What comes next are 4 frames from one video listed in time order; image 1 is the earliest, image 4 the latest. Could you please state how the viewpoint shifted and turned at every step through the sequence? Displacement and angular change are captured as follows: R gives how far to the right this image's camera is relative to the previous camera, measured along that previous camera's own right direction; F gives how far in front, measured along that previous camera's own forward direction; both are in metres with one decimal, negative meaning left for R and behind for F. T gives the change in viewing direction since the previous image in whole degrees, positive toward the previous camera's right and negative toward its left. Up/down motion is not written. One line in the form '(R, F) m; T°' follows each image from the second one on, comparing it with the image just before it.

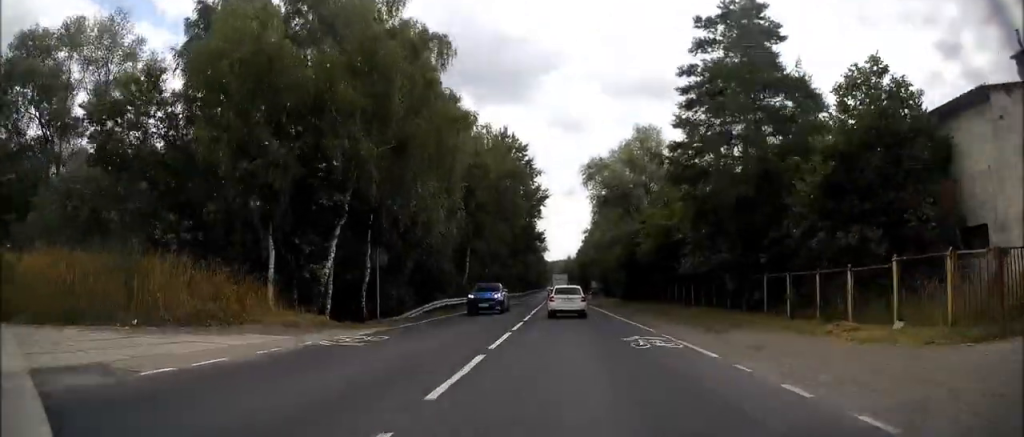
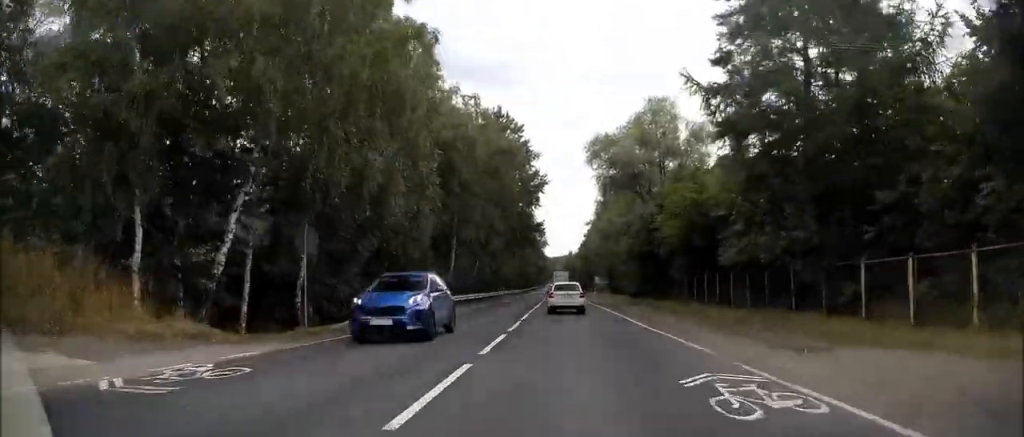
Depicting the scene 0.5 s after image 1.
(+0.1, +7.4) m; 0°
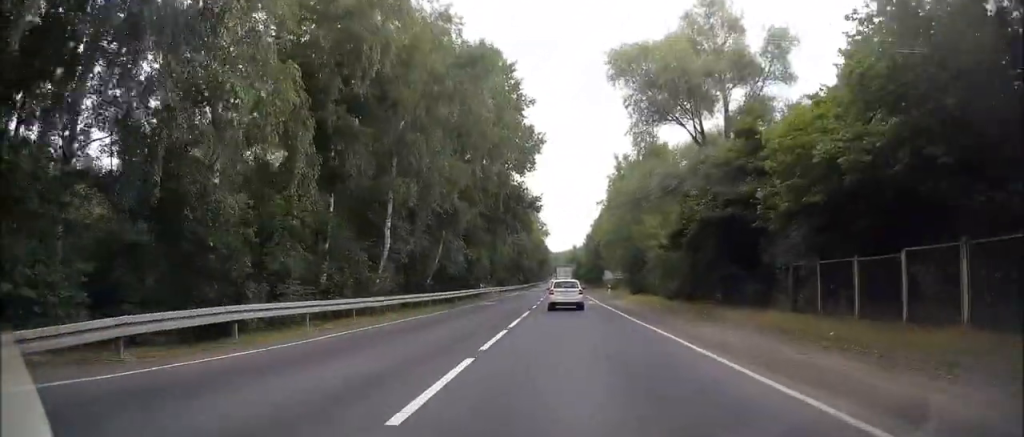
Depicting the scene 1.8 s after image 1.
(-0.2, +17.6) m; 0°
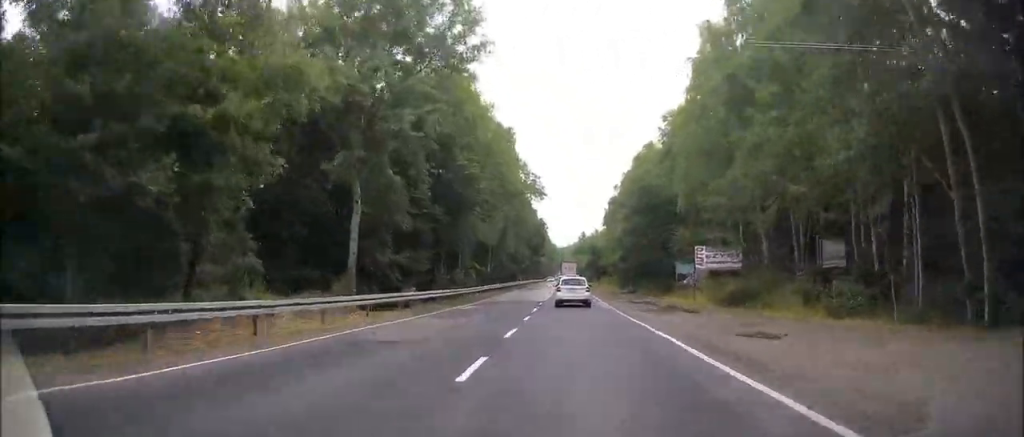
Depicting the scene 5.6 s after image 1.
(0.0, +58.0) m; 0°
